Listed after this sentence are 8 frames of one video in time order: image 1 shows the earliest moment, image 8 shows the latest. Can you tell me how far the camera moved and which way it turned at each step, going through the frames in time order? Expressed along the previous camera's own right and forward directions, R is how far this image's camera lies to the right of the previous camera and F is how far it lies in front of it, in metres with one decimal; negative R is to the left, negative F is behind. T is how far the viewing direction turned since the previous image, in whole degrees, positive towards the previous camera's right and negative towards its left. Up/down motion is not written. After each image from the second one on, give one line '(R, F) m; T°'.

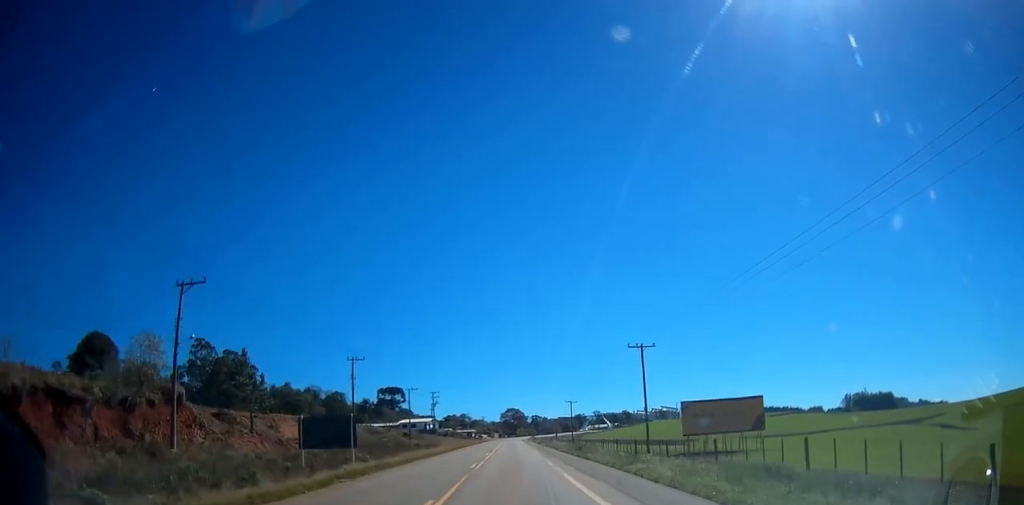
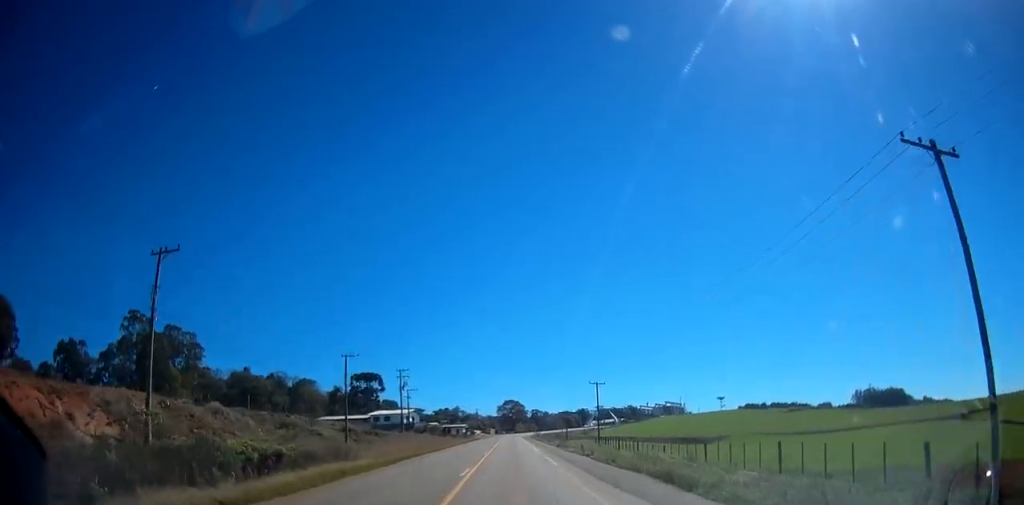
(0.0, +37.6) m; 0°
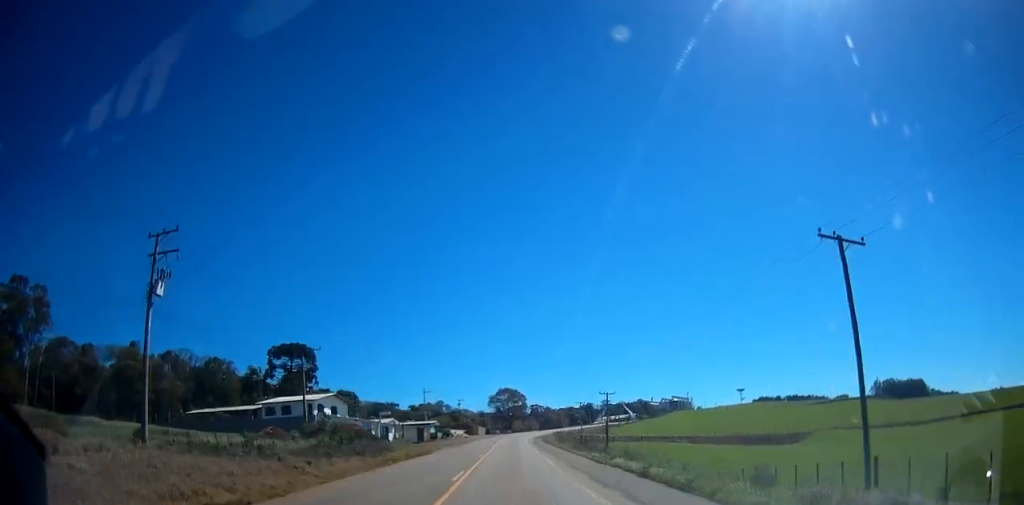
(+1.0, +65.7) m; +1°
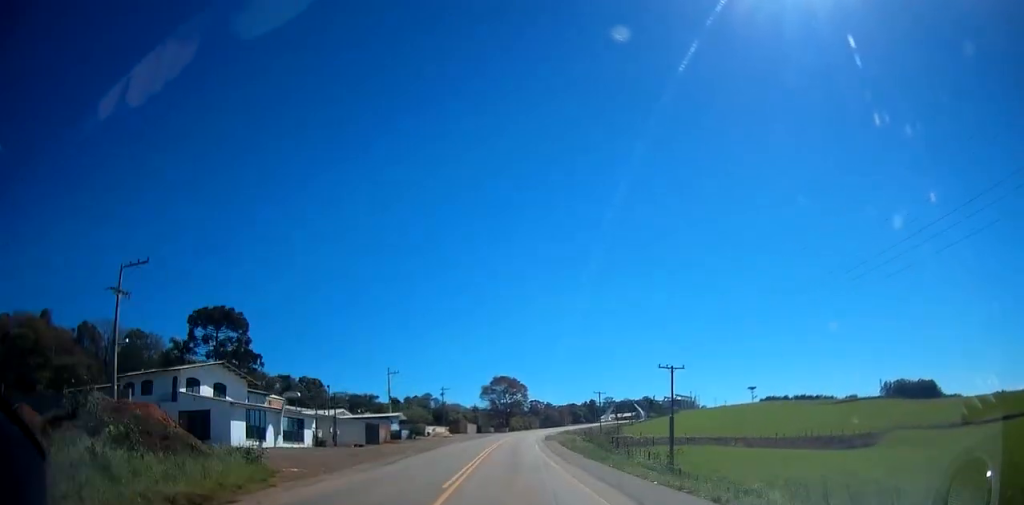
(-0.4, +35.2) m; 0°
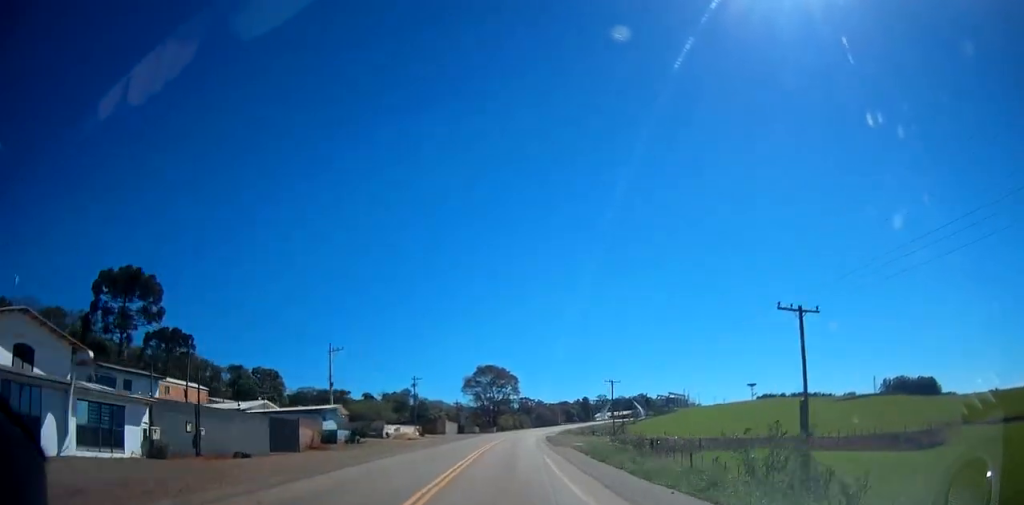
(0.0, +25.1) m; 0°
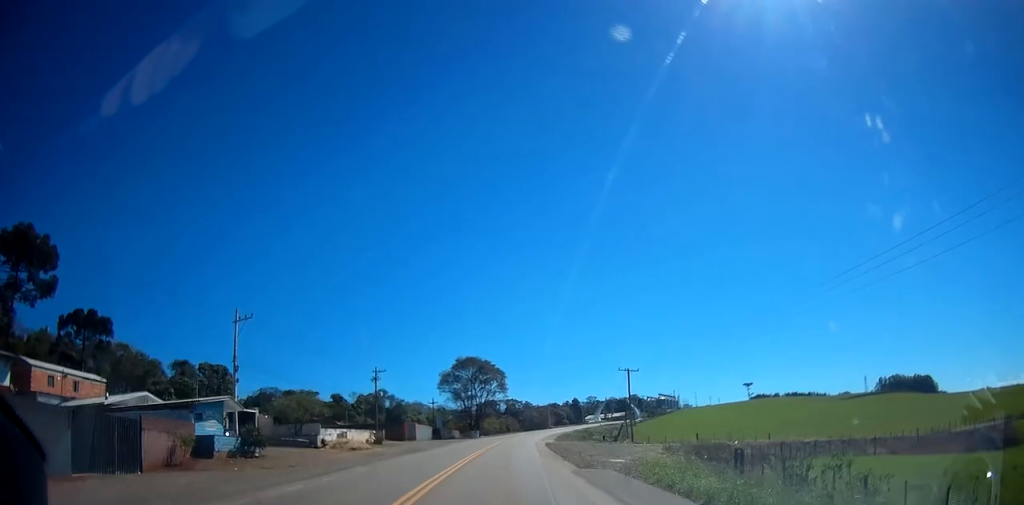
(+0.3, +21.0) m; 0°
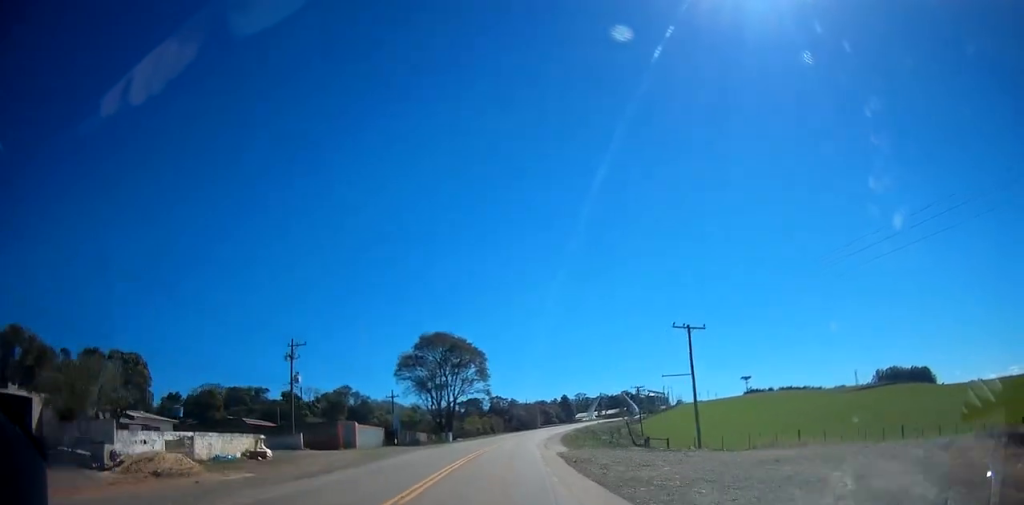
(0.0, +28.1) m; +1°
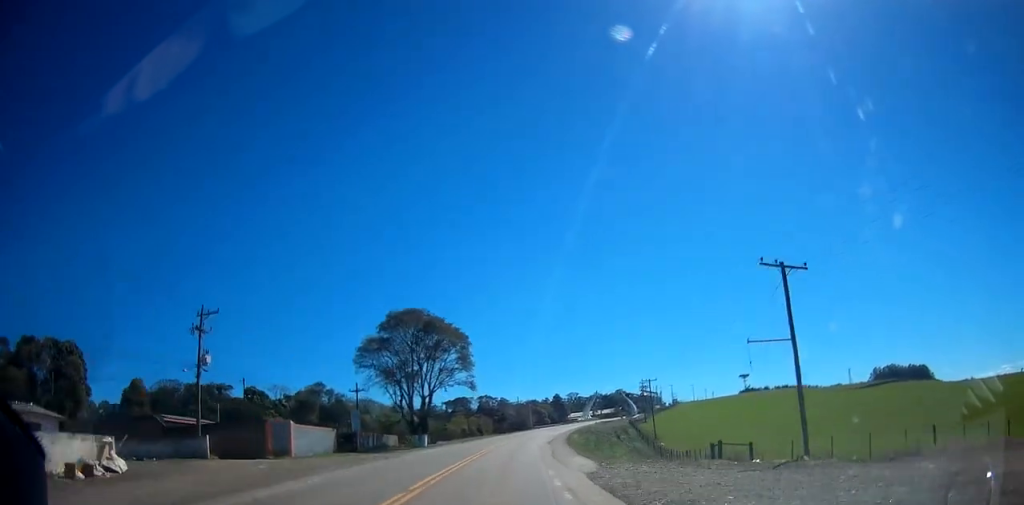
(-0.3, +16.3) m; +1°
